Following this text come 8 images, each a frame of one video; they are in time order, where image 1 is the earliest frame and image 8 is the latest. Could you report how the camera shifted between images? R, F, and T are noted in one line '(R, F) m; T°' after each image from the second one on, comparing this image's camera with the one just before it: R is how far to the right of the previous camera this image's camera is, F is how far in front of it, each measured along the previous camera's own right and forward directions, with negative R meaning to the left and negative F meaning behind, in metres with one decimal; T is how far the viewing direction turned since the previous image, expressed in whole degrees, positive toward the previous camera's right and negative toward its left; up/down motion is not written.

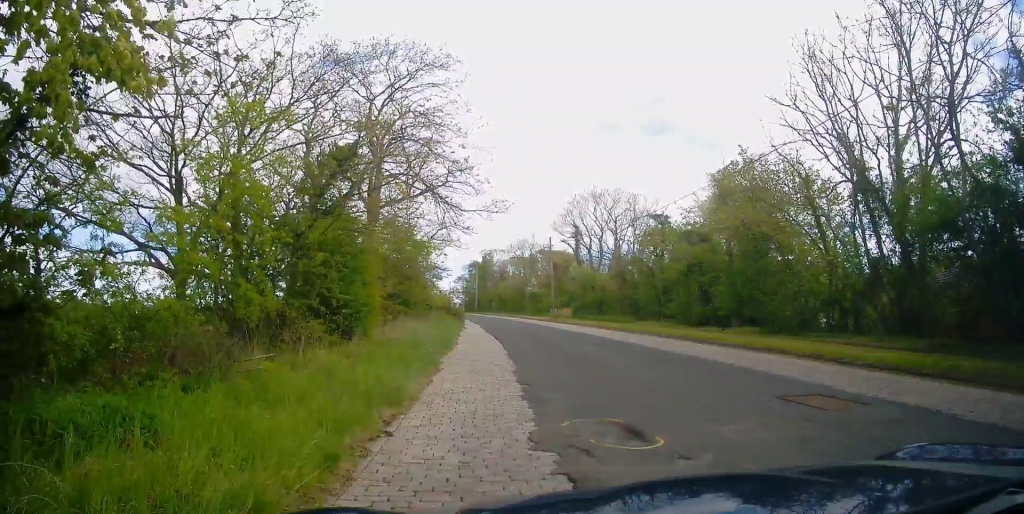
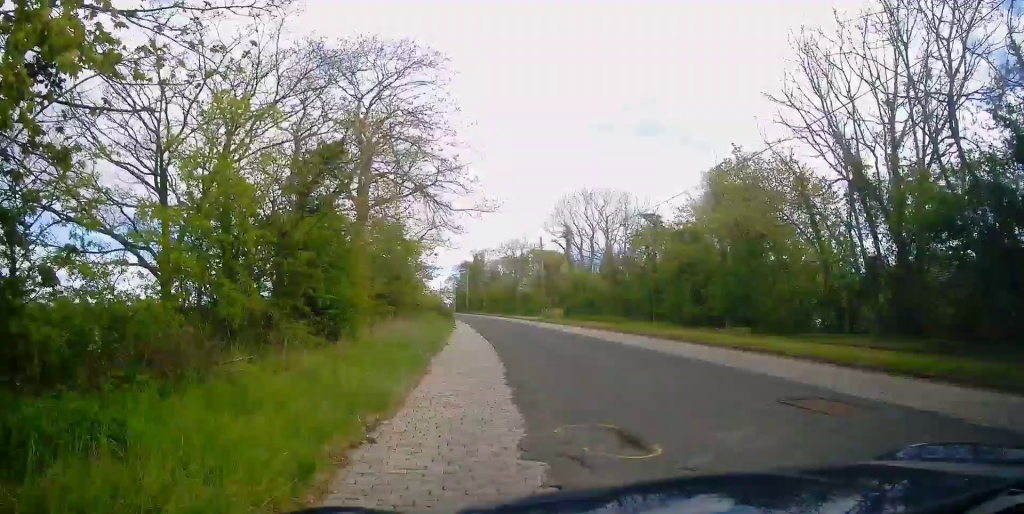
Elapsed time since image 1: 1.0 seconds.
(0.0, 0.0) m; 0°
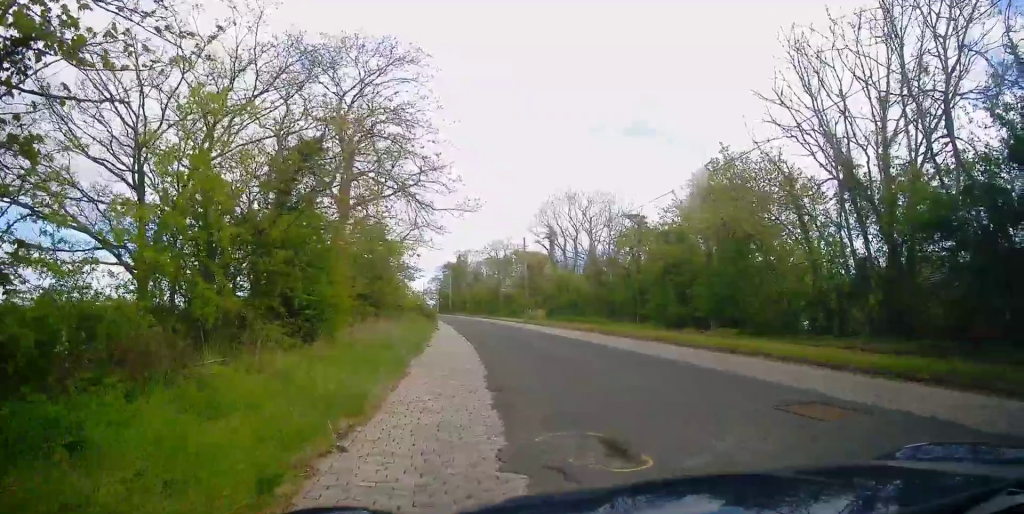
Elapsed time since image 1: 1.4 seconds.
(0.0, +0.1) m; 0°
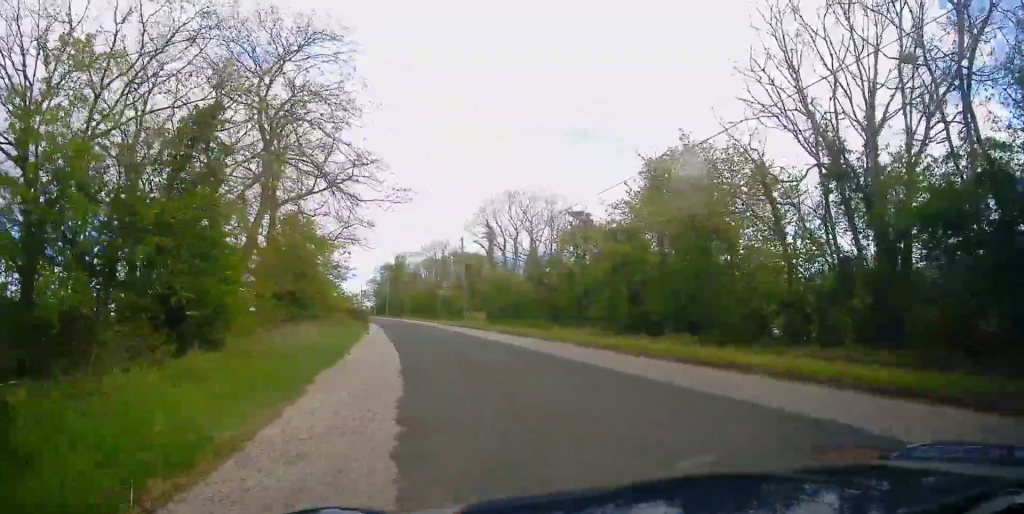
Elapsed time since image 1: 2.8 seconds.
(-0.2, +1.1) m; +4°
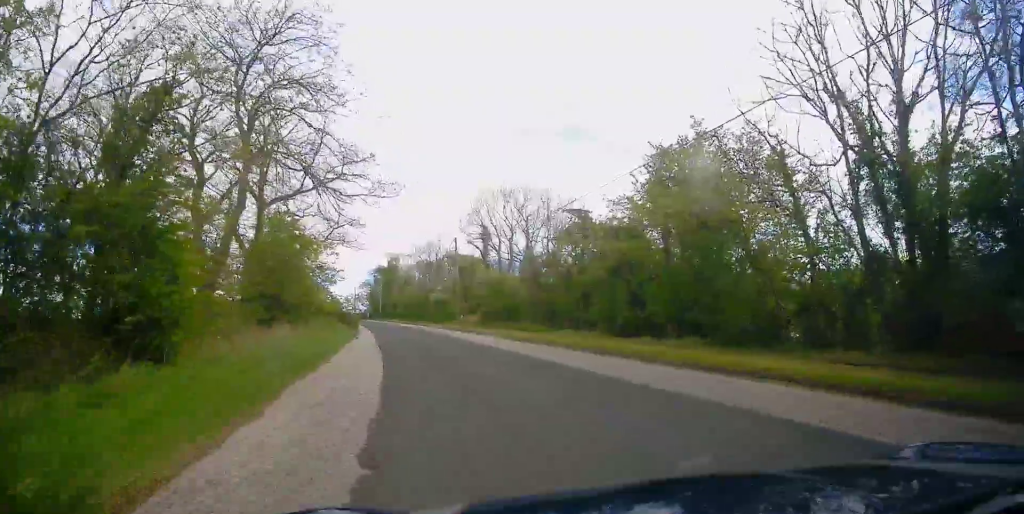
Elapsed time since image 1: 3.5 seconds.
(+0.1, +1.2) m; +5°
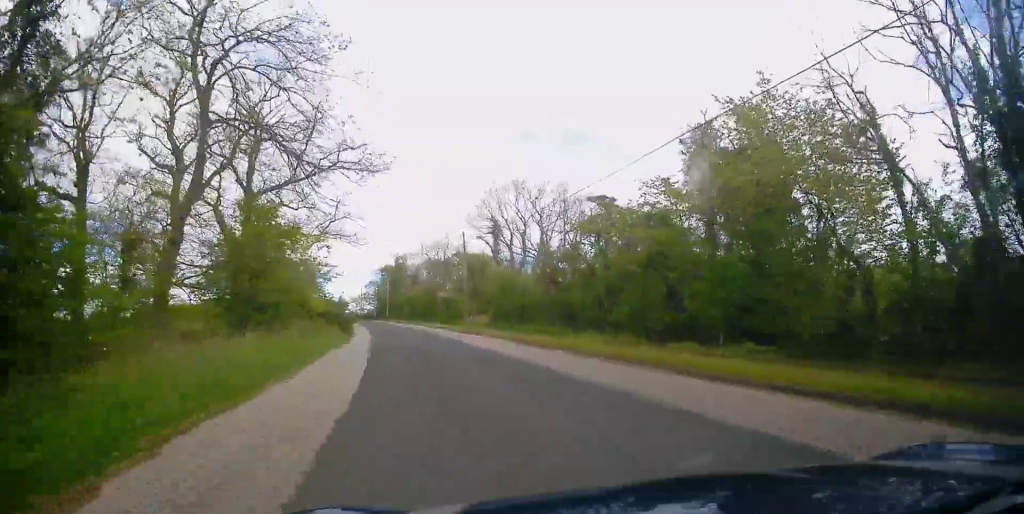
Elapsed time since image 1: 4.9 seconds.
(+0.3, +3.3) m; +6°
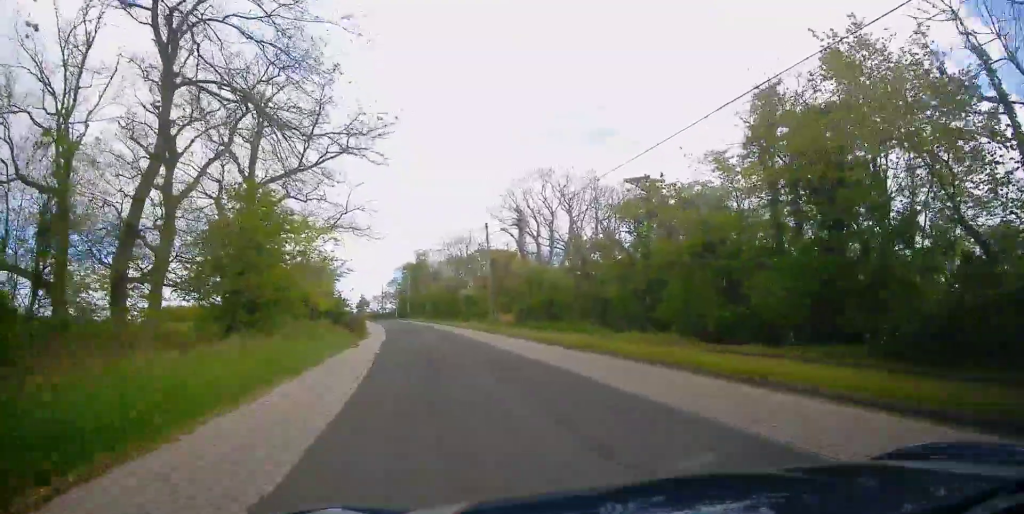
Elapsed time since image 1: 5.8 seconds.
(0.0, +2.5) m; -2°
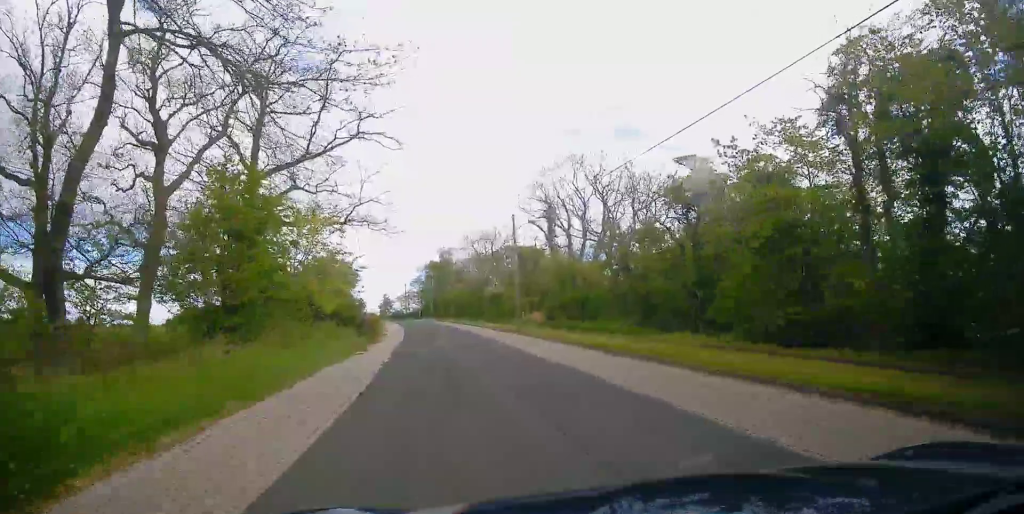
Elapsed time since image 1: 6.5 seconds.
(-0.1, +2.7) m; -4°
